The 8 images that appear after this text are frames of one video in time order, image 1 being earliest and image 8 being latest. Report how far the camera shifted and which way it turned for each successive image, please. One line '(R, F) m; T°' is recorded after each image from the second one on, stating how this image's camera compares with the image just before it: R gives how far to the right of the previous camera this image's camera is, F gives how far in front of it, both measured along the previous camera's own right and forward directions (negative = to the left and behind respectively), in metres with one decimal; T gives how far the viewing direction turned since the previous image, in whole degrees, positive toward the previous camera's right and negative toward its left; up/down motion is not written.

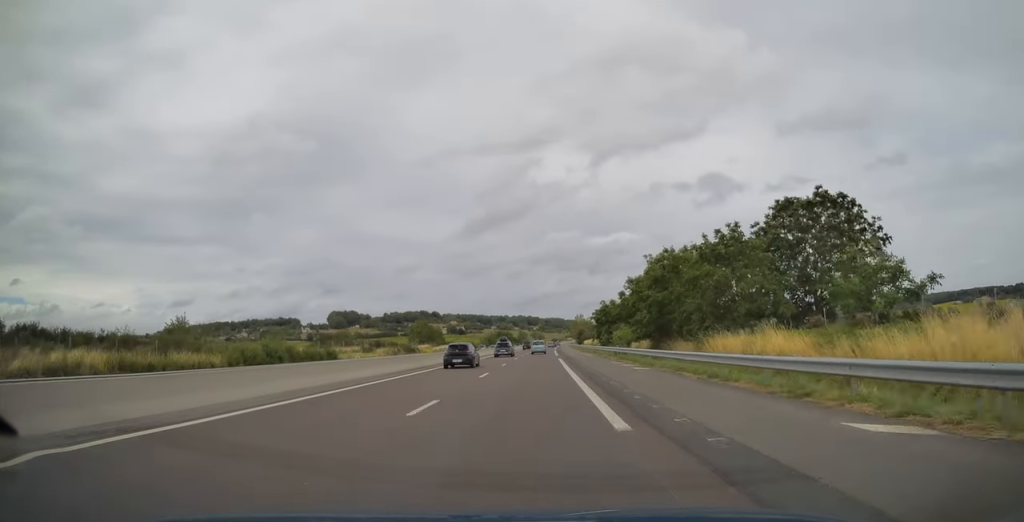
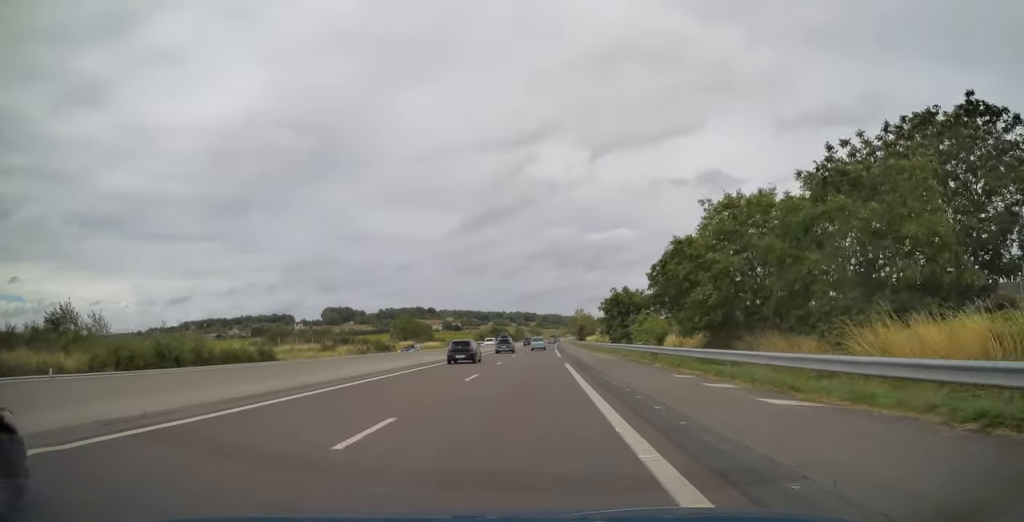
(-0.1, +16.8) m; 0°
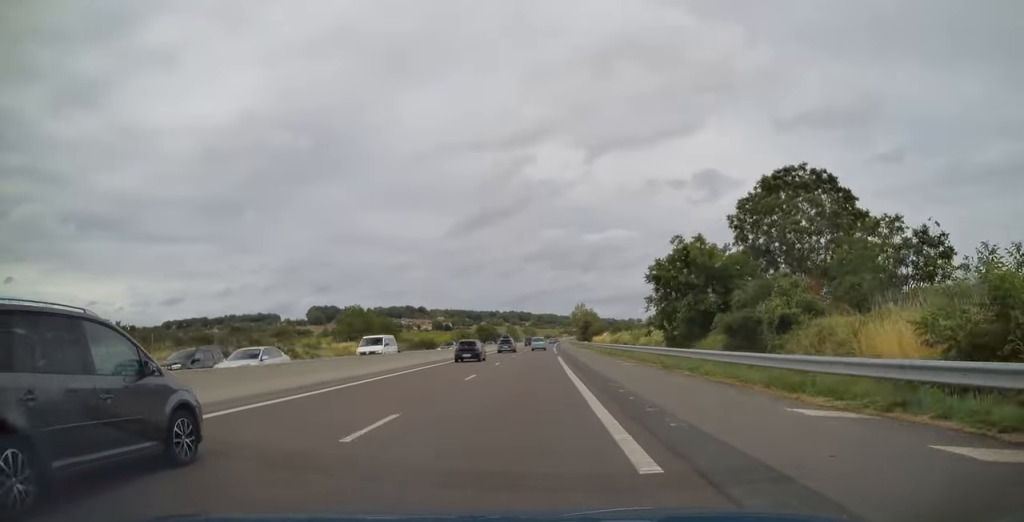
(+0.3, +37.7) m; +1°
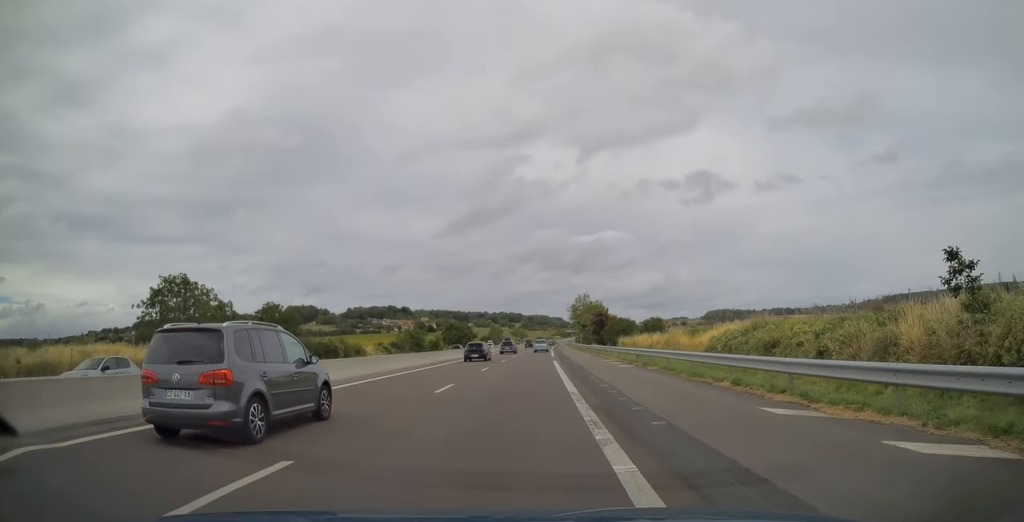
(+0.2, +55.6) m; 0°
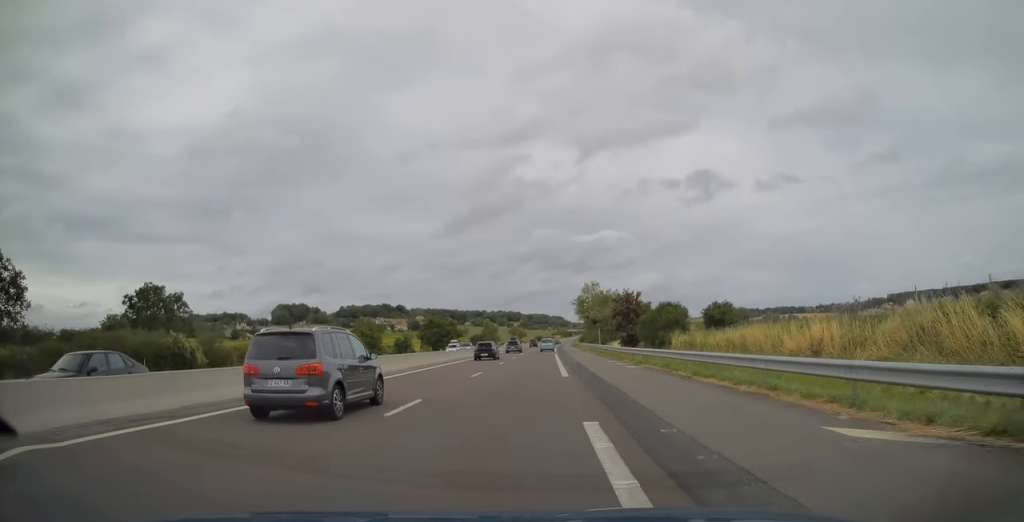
(0.0, +30.8) m; 0°
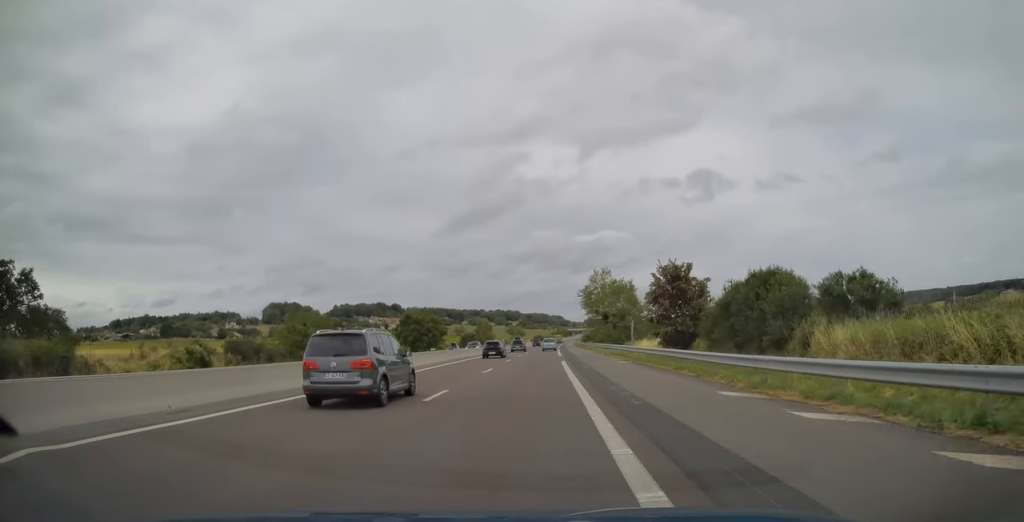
(+0.1, +23.2) m; 0°
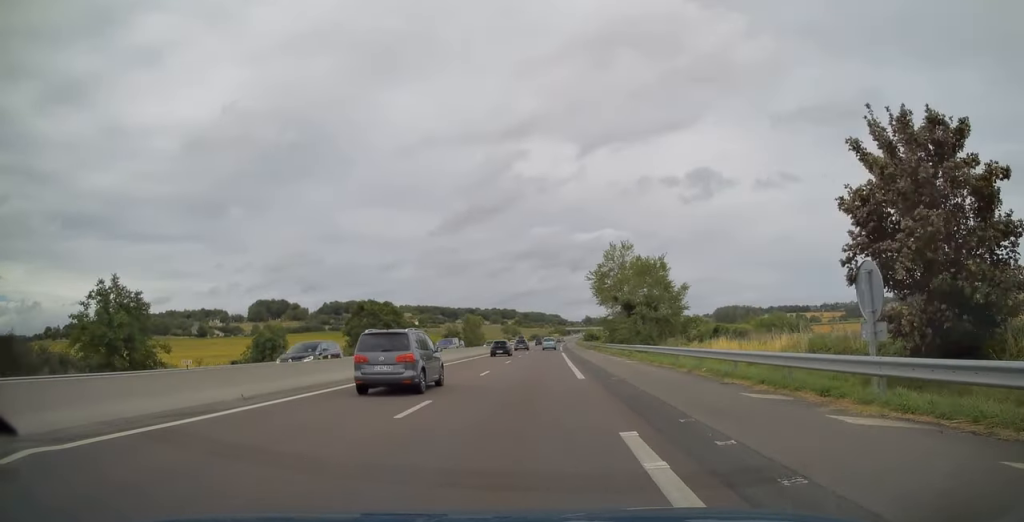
(+0.2, +29.1) m; 0°
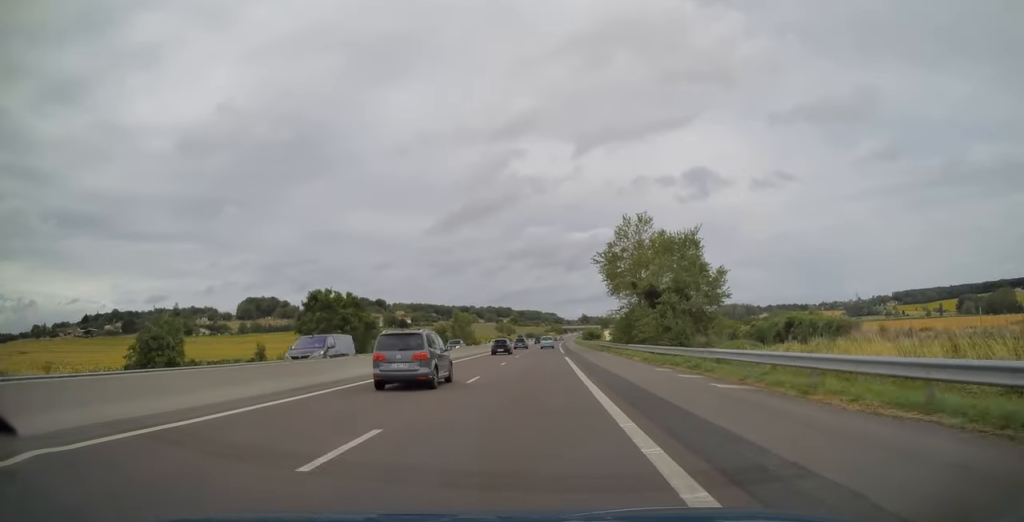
(-0.2, +17.3) m; 0°
